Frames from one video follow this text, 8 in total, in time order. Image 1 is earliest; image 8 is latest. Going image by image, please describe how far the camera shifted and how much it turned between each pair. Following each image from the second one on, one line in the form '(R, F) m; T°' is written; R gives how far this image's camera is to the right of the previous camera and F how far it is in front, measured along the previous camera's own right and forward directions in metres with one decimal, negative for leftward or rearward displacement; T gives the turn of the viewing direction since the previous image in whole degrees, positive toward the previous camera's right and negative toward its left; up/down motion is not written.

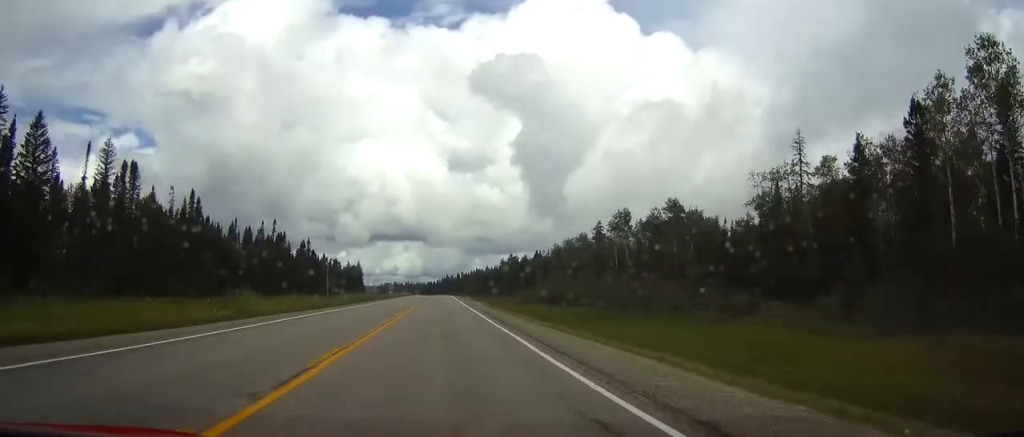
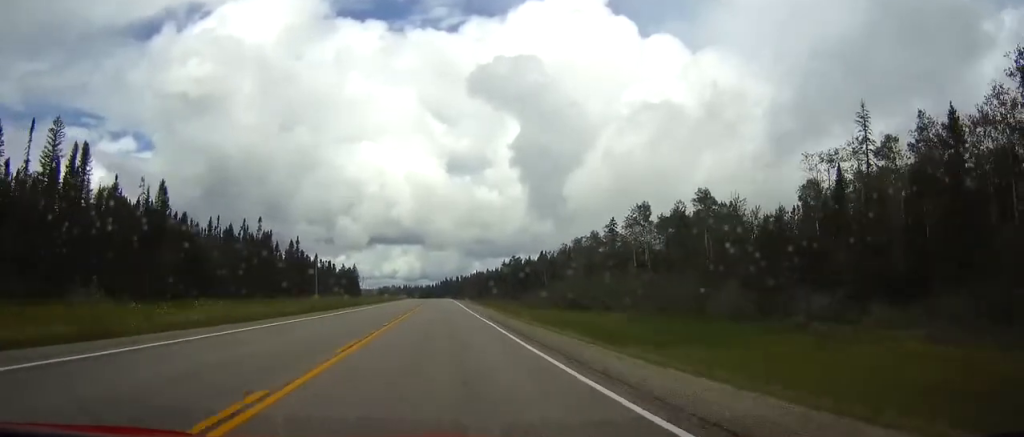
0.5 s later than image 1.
(0.0, +14.3) m; 0°
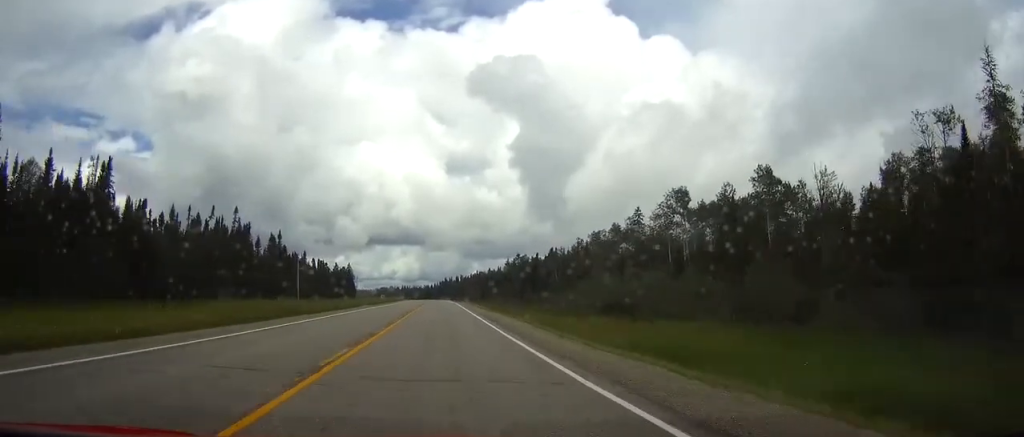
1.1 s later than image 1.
(+0.1, +20.5) m; 0°
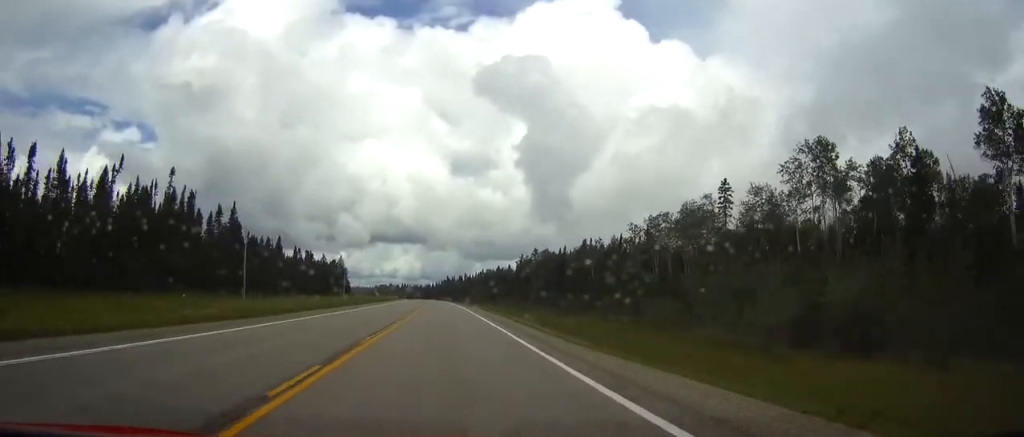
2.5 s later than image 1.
(-0.2, +41.1) m; 0°
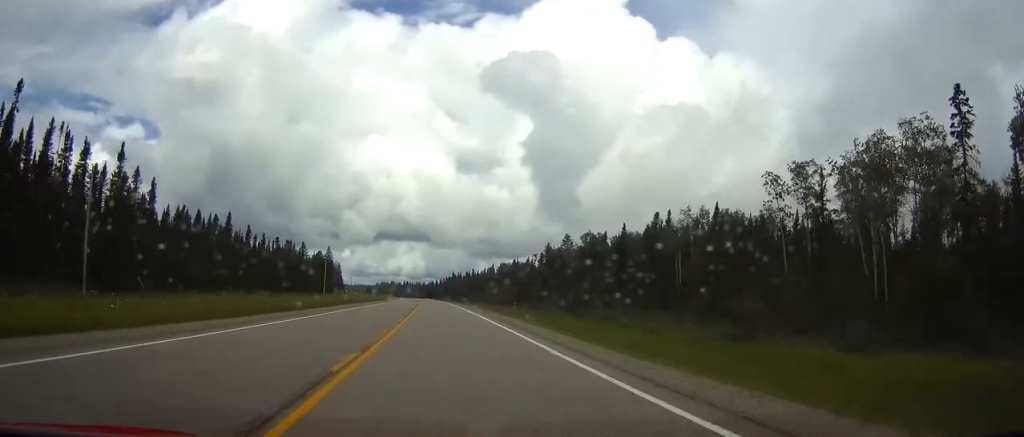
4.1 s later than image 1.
(0.0, +50.3) m; 0°
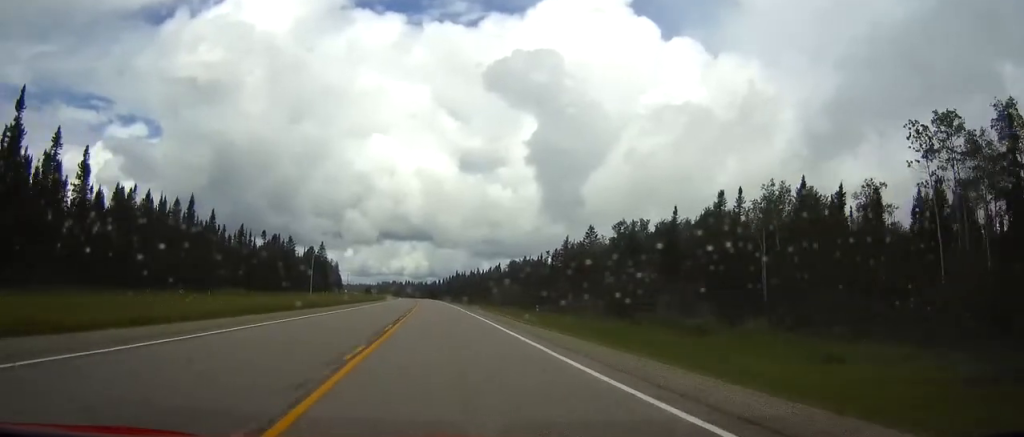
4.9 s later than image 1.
(-0.1, +24.6) m; 0°
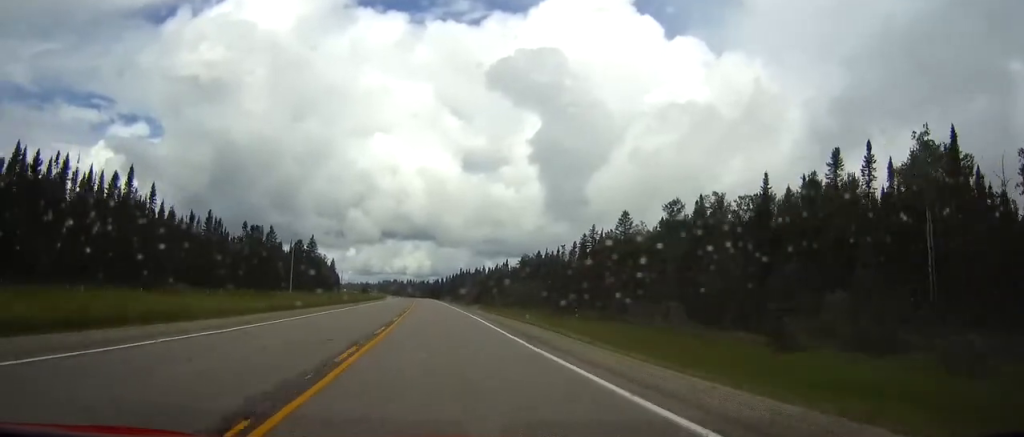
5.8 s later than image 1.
(-0.1, +26.7) m; -1°
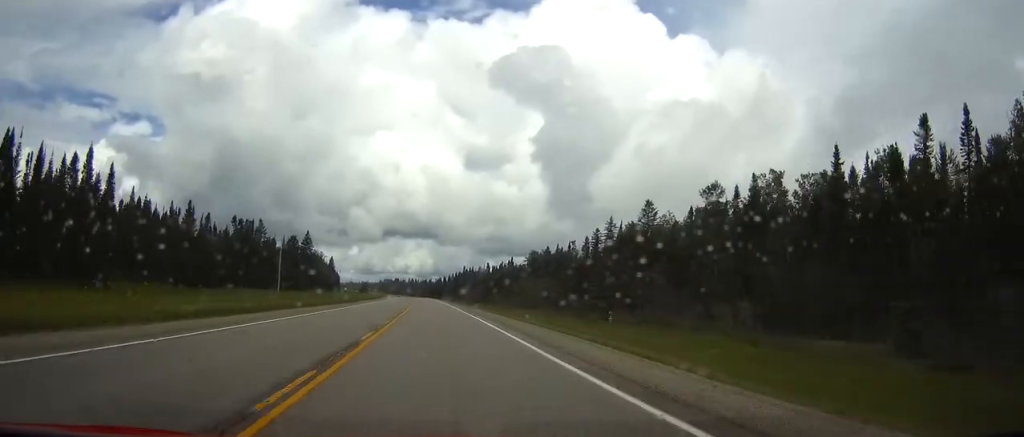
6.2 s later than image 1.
(0.0, +13.4) m; 0°
